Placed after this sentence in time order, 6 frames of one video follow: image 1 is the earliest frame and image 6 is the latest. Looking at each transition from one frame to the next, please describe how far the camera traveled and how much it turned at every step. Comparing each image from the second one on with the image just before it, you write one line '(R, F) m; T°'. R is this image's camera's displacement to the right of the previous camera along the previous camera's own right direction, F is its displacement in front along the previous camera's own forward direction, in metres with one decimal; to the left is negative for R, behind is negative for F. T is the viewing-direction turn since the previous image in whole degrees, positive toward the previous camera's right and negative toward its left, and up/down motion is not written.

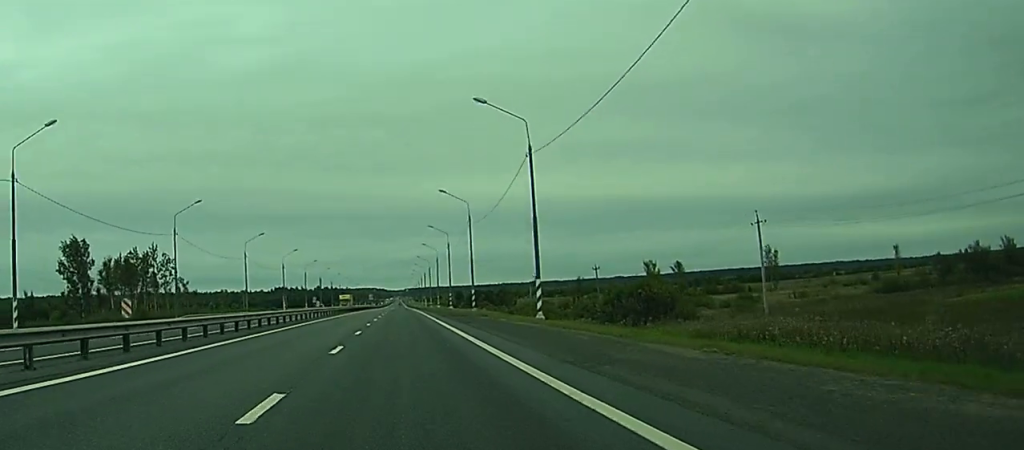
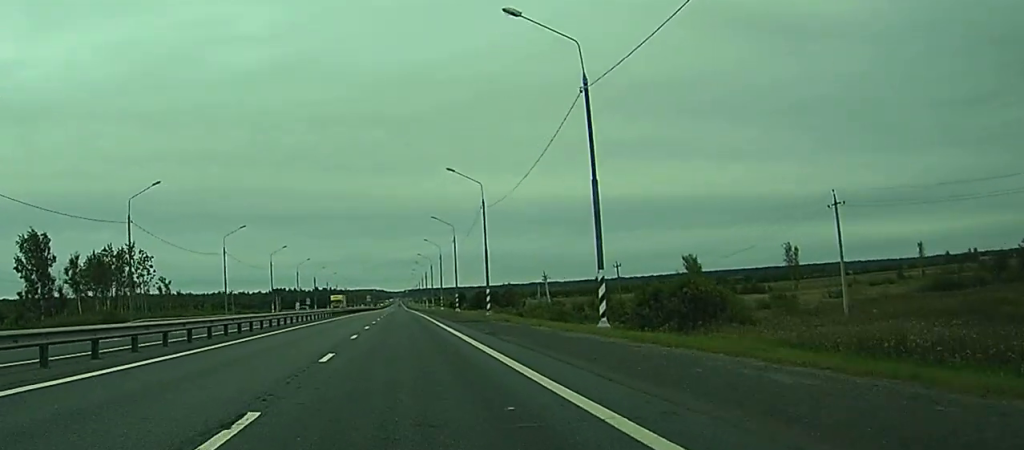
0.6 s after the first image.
(0.0, +14.0) m; 0°
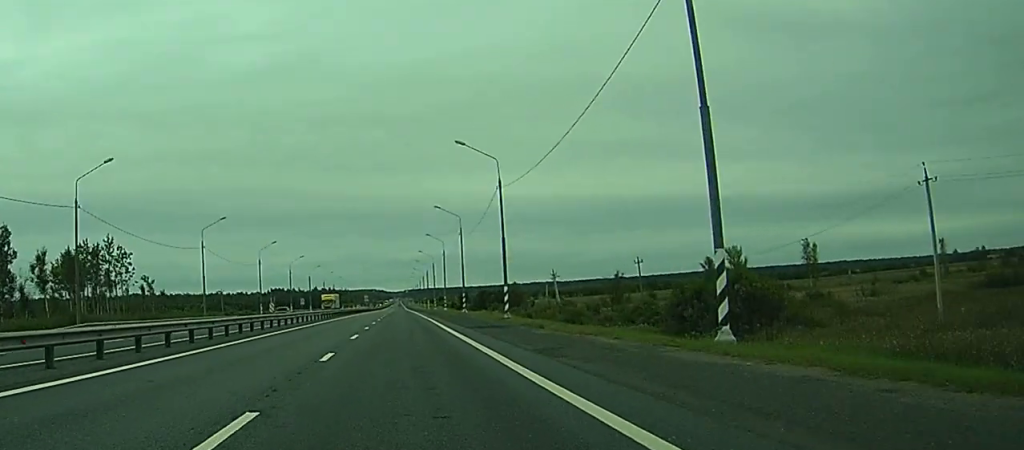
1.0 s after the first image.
(0.0, +11.5) m; 0°
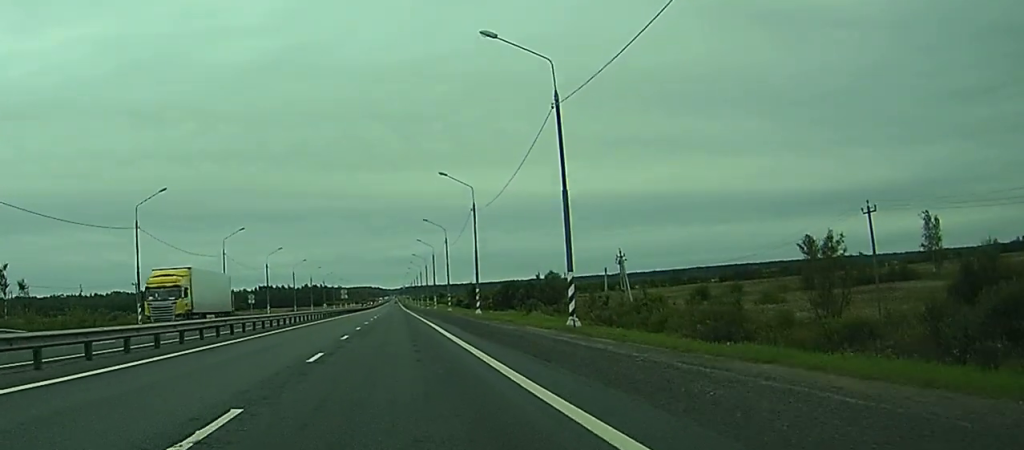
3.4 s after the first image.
(+0.5, +59.6) m; +1°
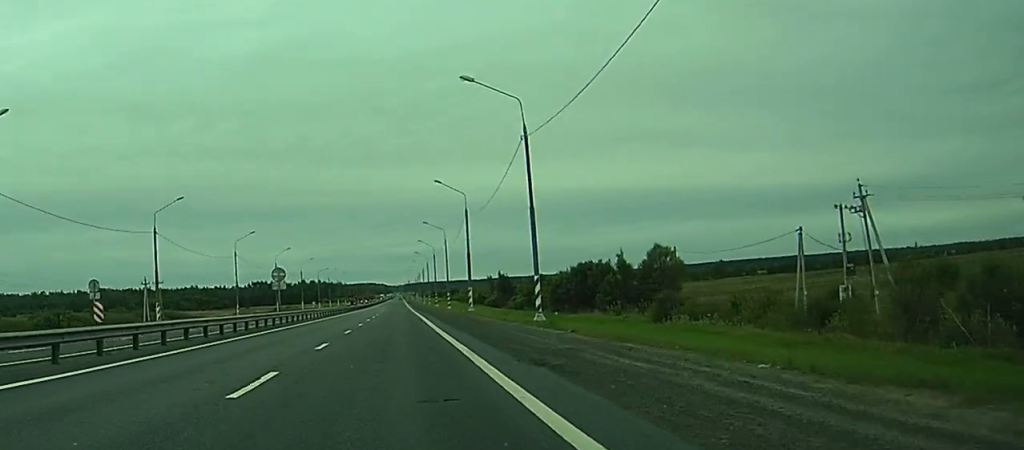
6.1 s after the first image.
(-0.3, +66.8) m; -1°
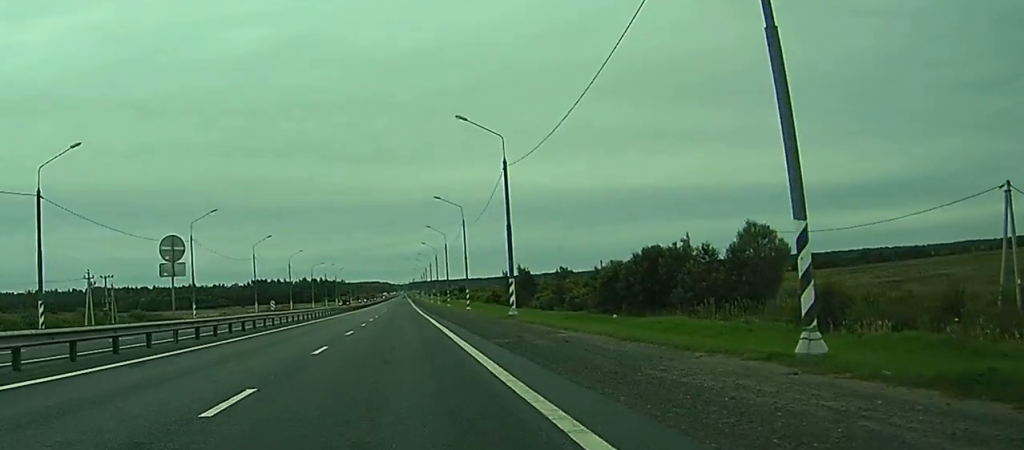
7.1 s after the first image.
(-0.2, +25.9) m; -1°
